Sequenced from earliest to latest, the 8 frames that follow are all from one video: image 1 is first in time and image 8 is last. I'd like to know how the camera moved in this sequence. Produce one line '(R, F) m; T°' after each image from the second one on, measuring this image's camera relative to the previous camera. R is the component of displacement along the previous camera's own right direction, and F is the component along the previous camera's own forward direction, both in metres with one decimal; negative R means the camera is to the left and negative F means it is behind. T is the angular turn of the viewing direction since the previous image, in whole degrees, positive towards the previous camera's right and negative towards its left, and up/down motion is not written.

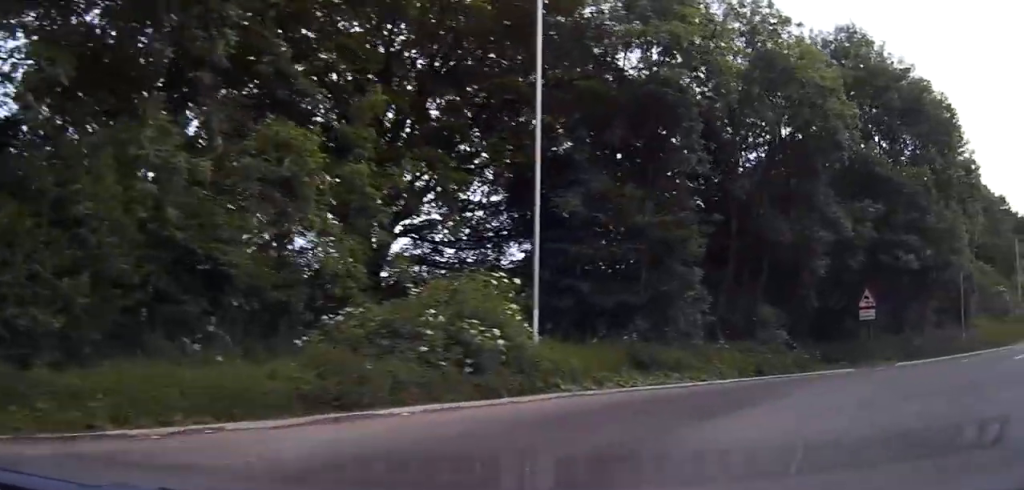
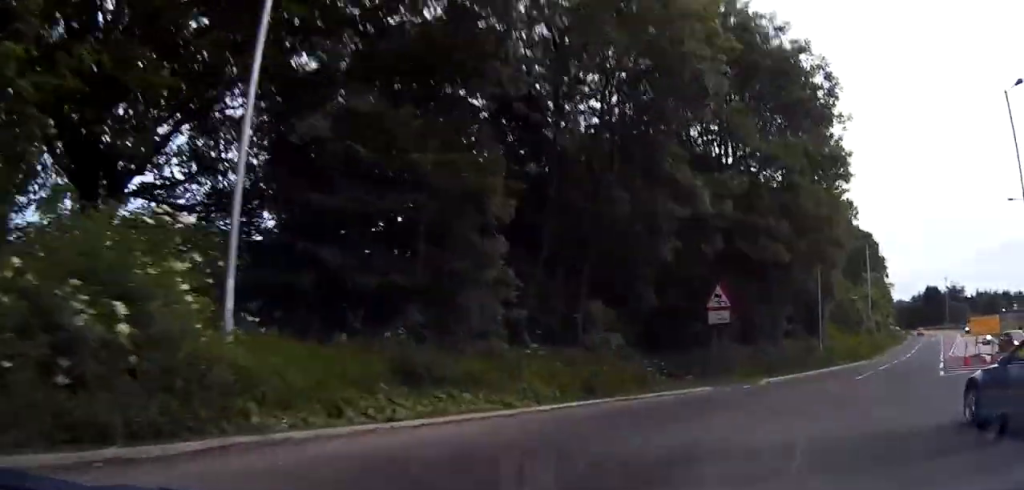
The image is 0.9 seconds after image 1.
(+1.3, +8.3) m; +16°
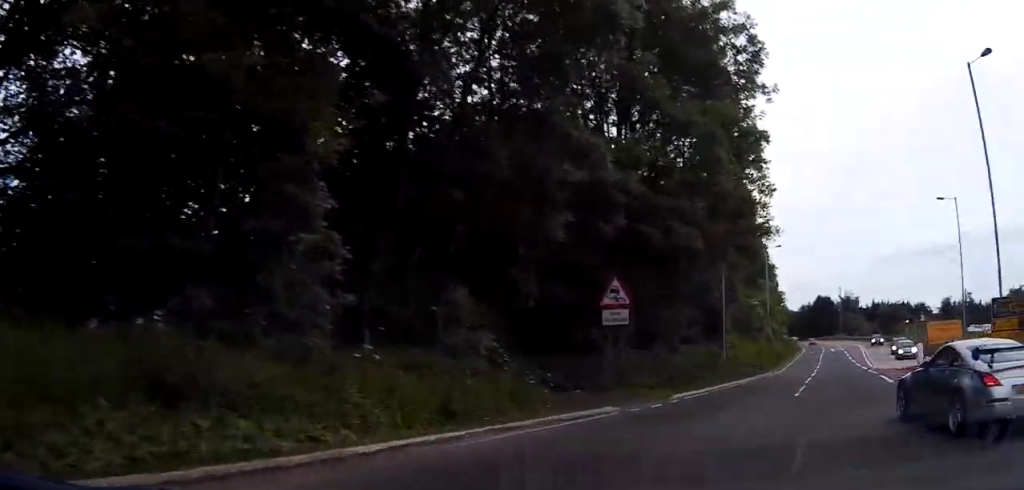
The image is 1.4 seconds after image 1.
(+0.5, +5.7) m; +10°
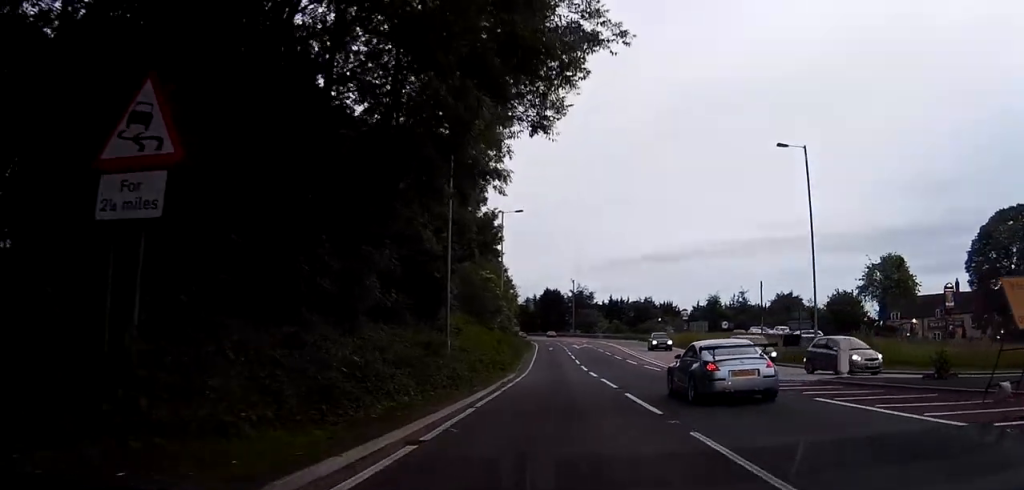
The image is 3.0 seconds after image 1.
(+4.0, +16.7) m; +23°
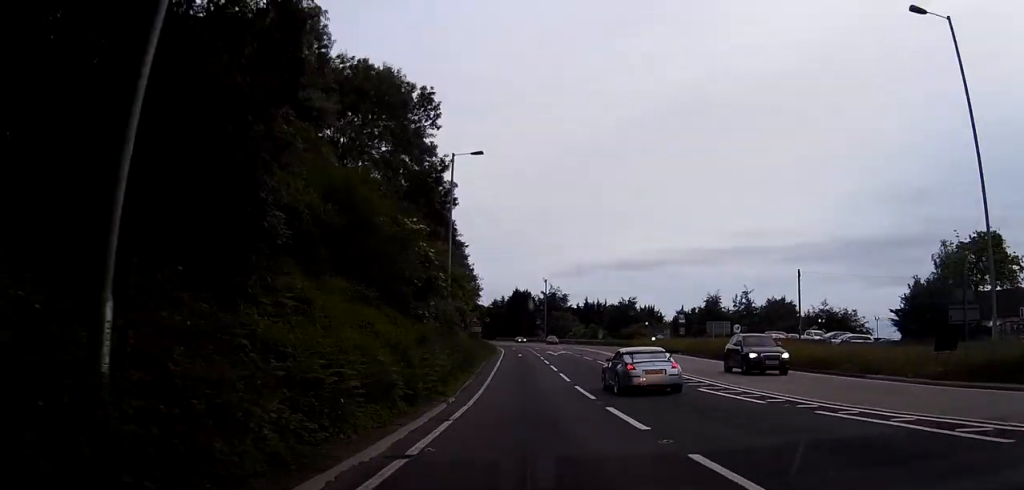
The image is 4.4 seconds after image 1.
(+1.4, +19.1) m; +5°
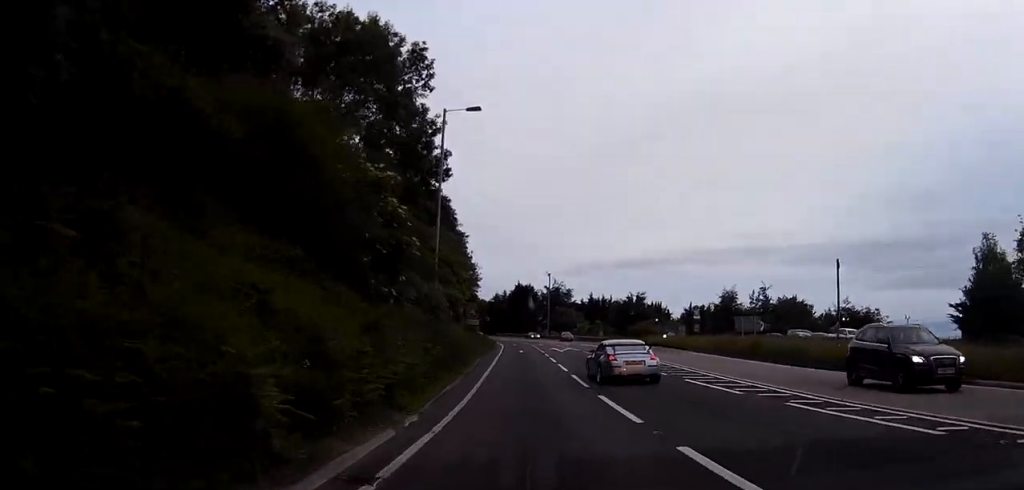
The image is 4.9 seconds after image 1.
(0.0, +7.3) m; +1°
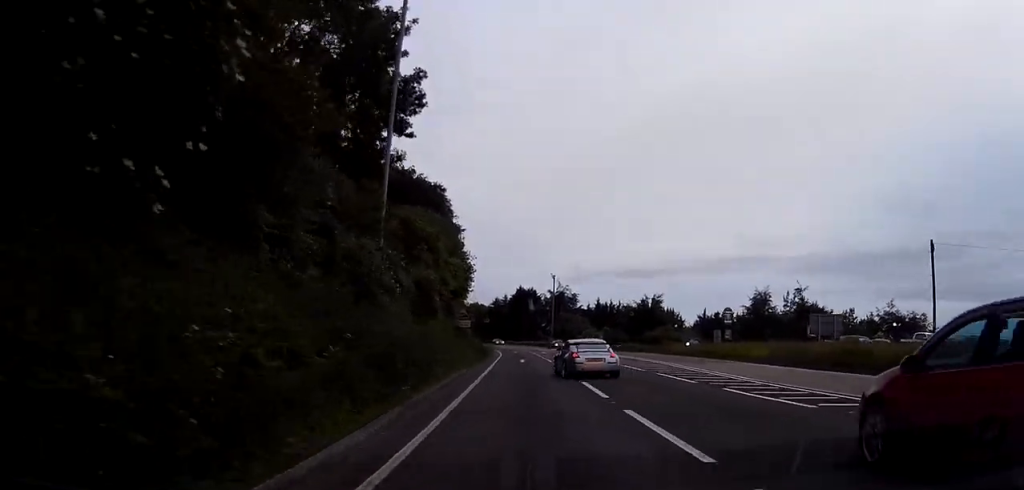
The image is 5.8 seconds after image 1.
(+0.1, +13.4) m; +1°
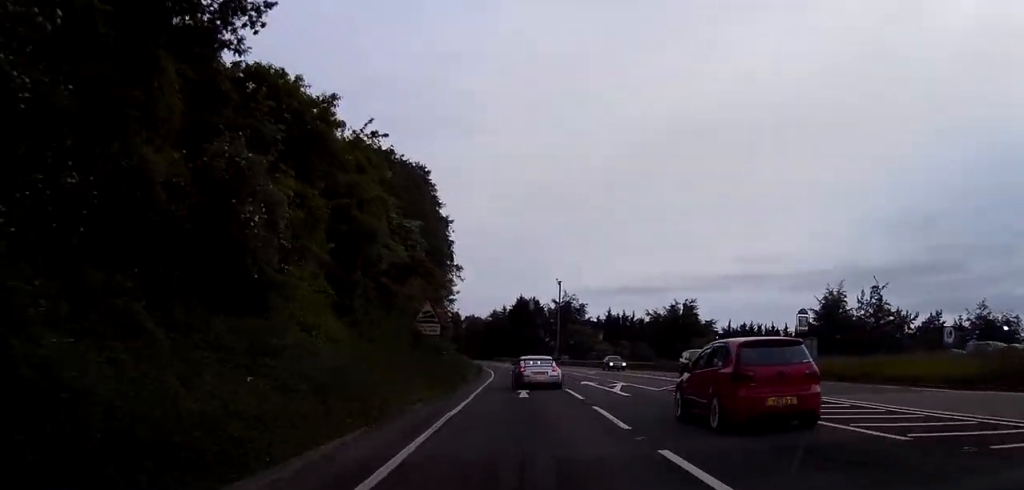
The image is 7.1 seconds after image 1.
(+0.3, +21.6) m; +1°
